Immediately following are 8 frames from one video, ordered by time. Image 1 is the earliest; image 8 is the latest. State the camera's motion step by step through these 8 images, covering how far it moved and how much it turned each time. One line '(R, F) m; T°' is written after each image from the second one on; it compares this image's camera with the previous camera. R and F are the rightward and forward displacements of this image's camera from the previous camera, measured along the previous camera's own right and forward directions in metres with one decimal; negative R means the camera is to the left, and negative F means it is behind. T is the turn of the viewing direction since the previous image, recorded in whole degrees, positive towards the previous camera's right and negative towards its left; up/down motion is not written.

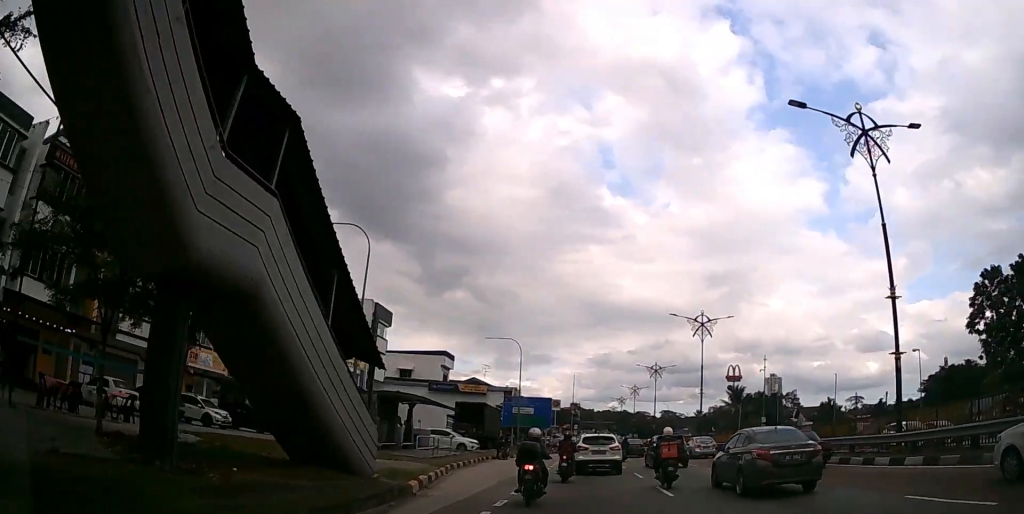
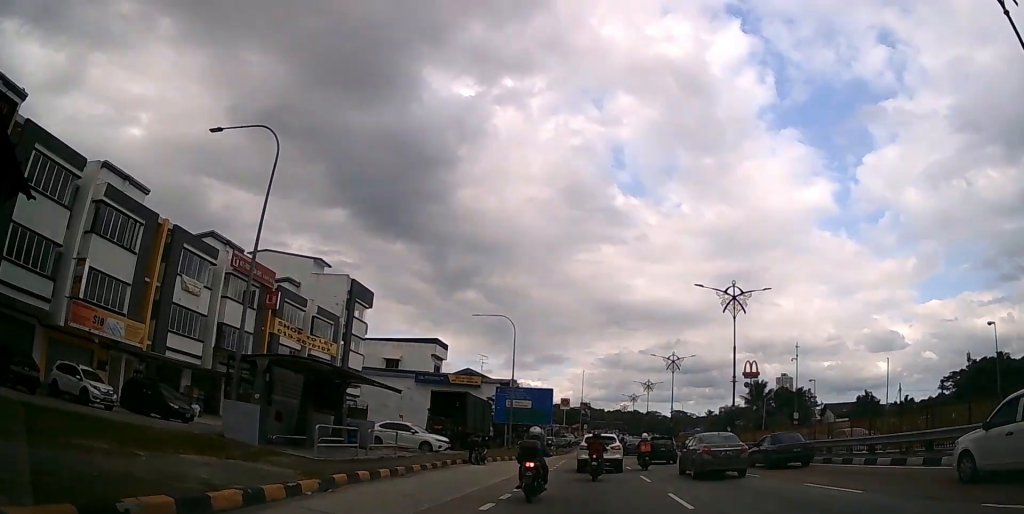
(-0.3, +9.0) m; -2°
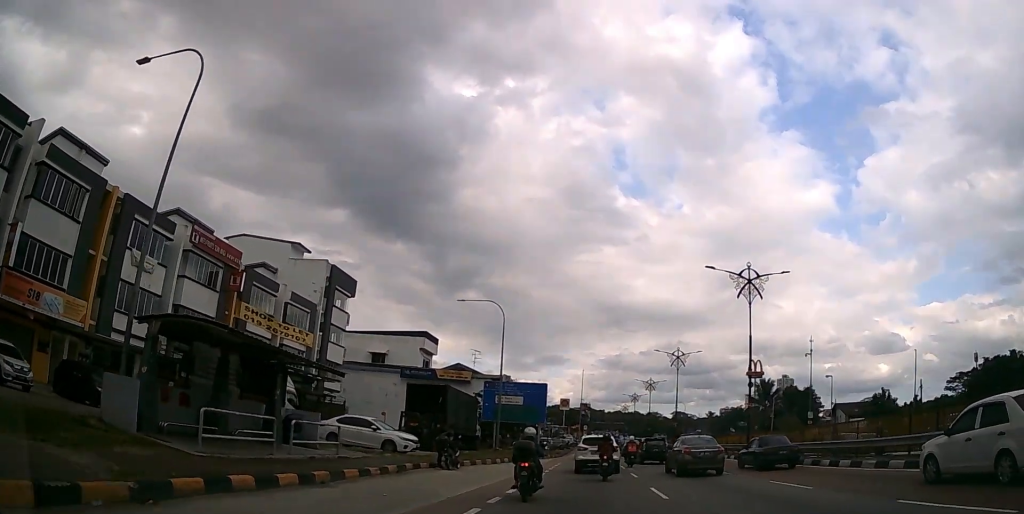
(0.0, +4.7) m; +1°
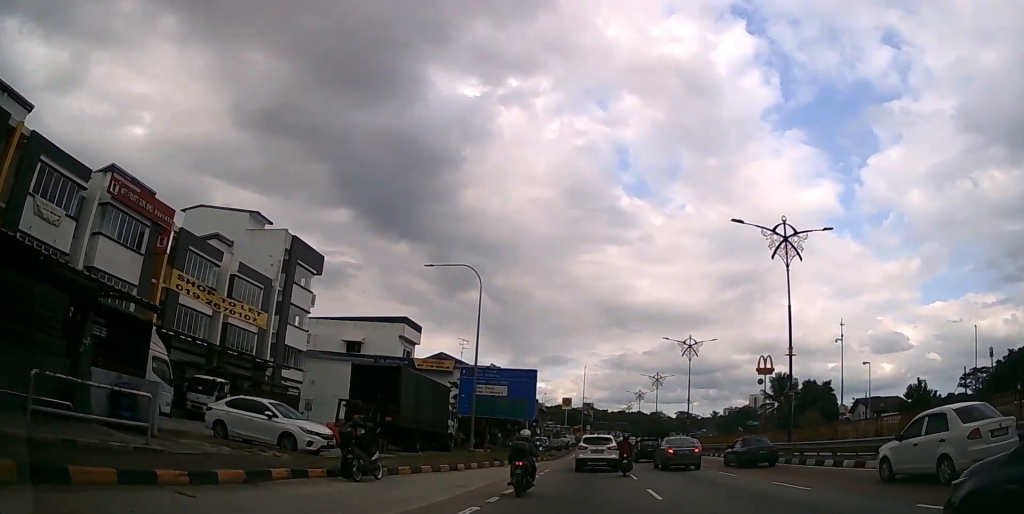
(+0.1, +7.9) m; +1°
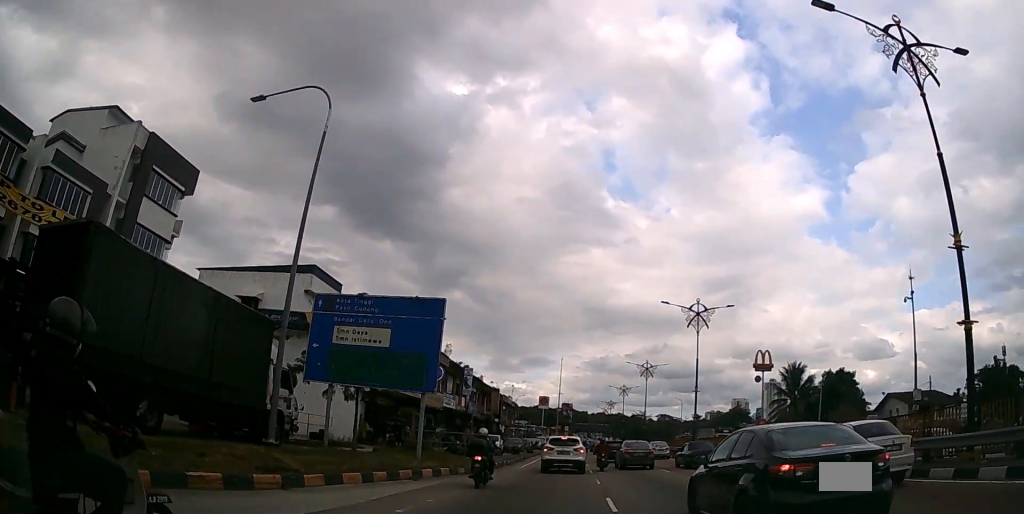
(+0.1, +16.8) m; +1°
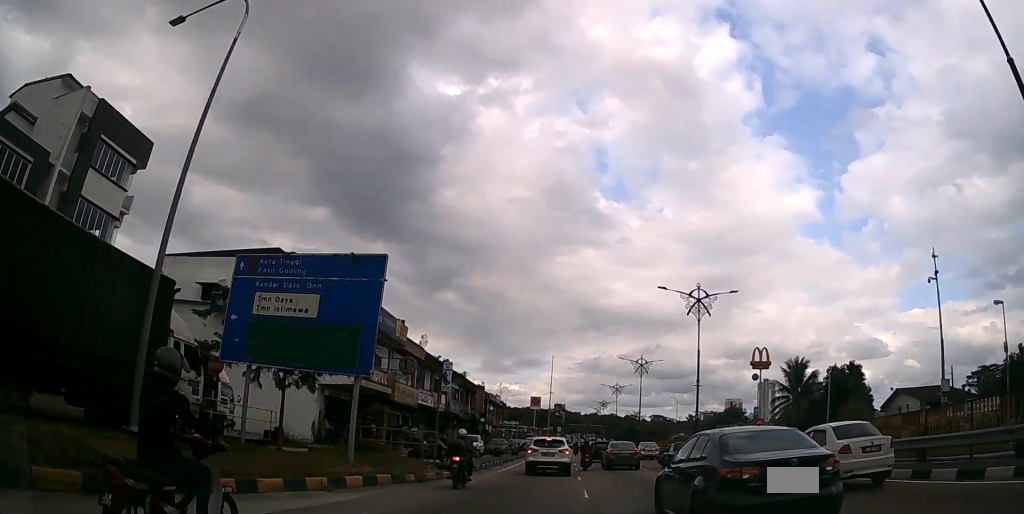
(0.0, +4.3) m; 0°
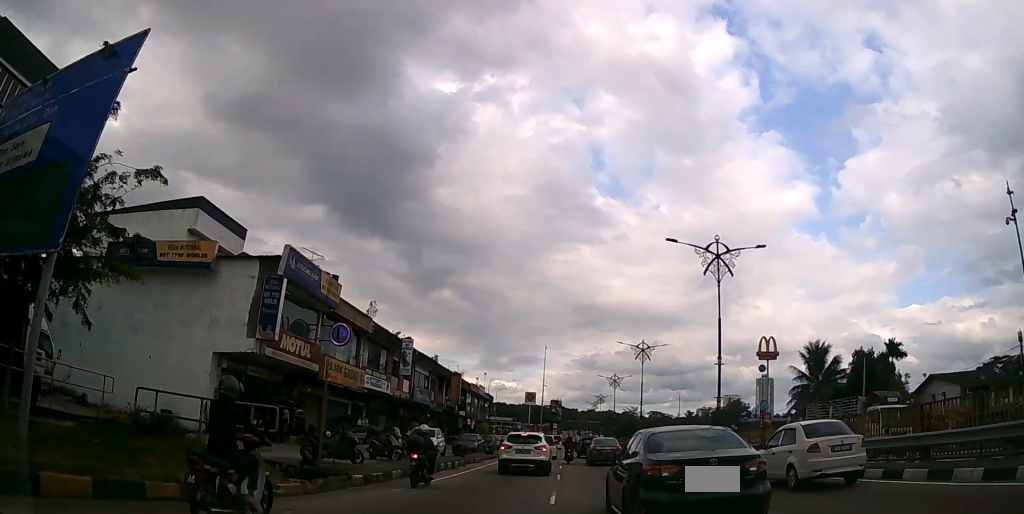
(0.0, +9.1) m; 0°
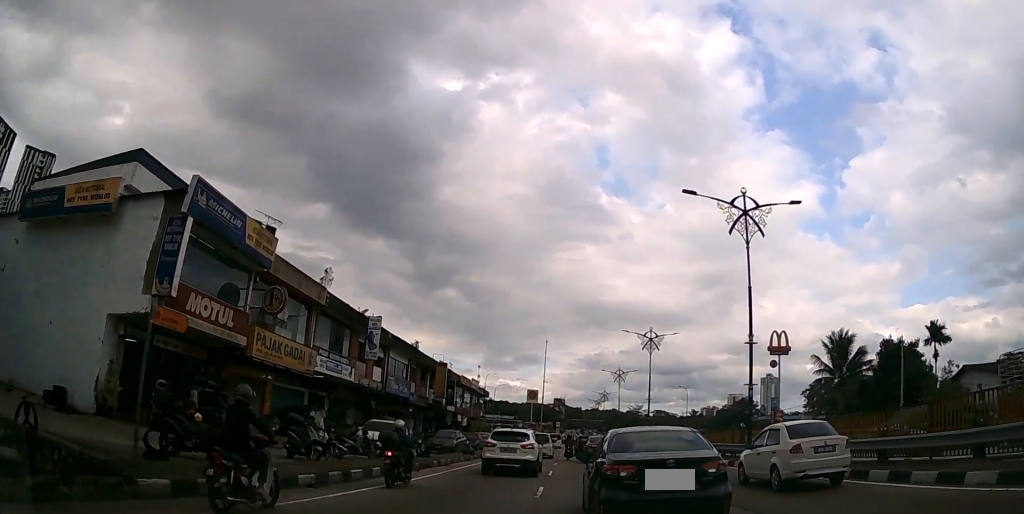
(0.0, +6.8) m; 0°
